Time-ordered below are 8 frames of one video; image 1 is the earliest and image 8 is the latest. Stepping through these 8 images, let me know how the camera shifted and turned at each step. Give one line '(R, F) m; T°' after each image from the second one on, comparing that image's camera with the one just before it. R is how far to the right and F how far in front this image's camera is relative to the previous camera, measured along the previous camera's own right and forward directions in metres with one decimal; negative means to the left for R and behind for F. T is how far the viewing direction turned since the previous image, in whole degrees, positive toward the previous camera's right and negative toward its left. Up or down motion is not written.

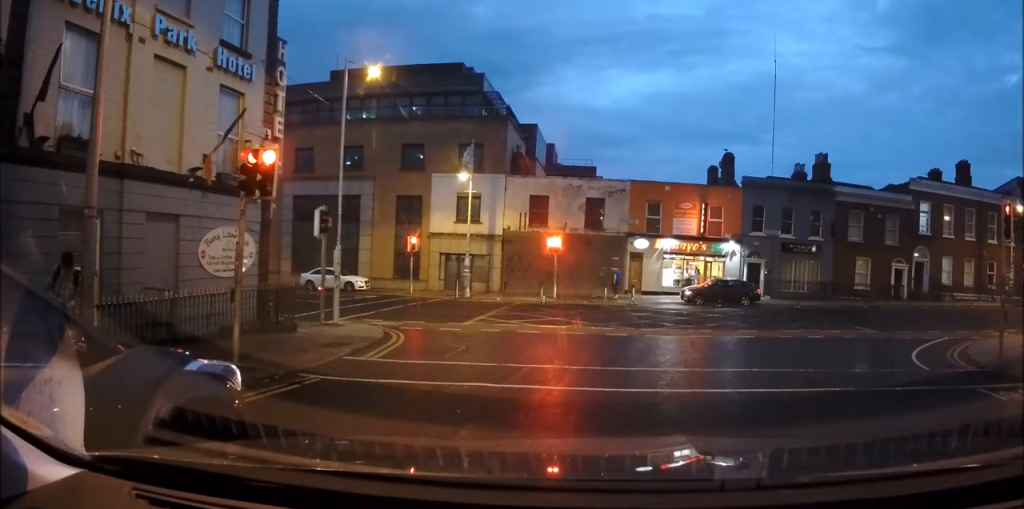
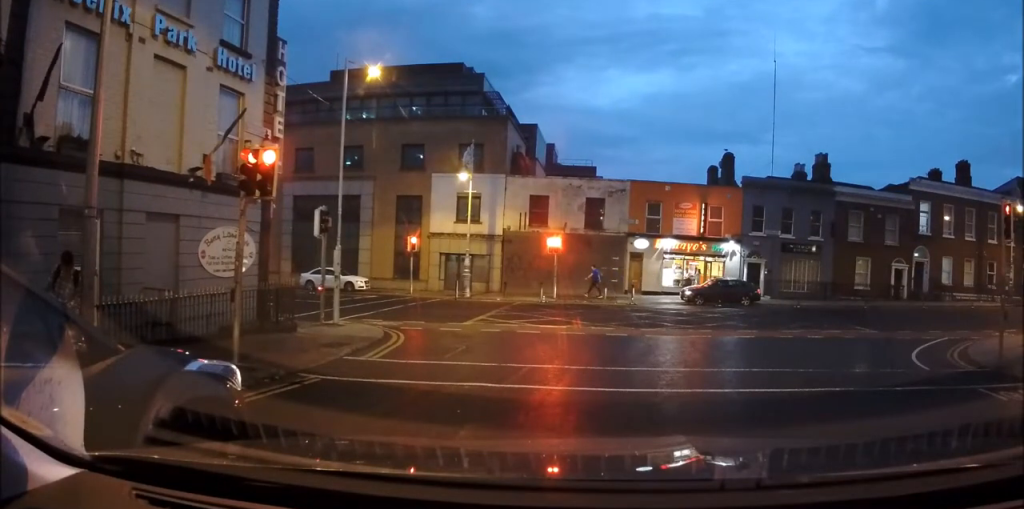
(0.0, 0.0) m; 0°
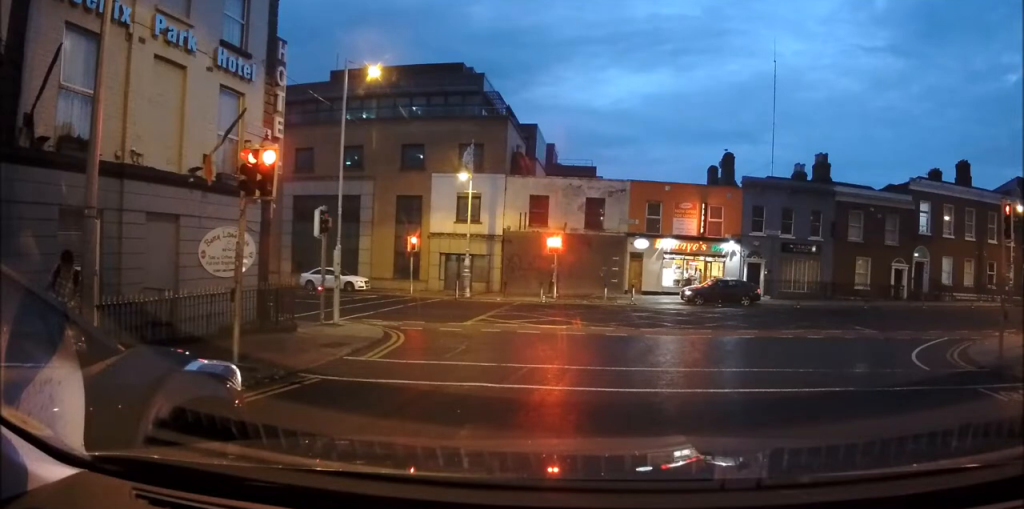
(0.0, 0.0) m; 0°
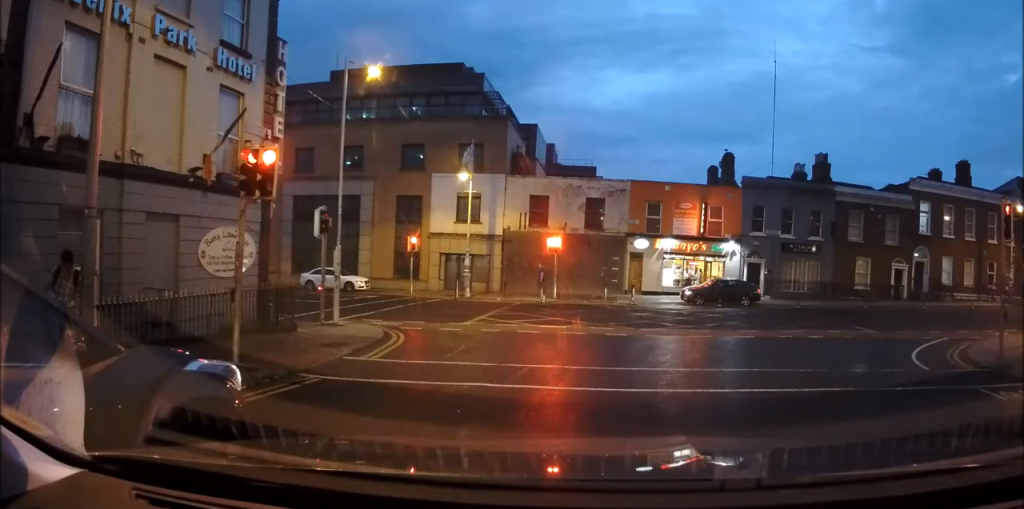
(0.0, 0.0) m; 0°
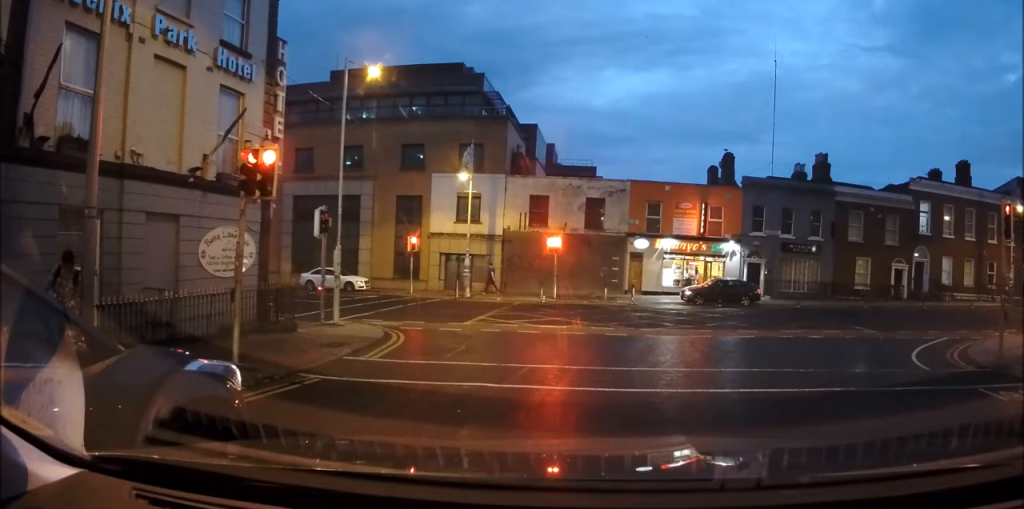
(0.0, 0.0) m; 0°
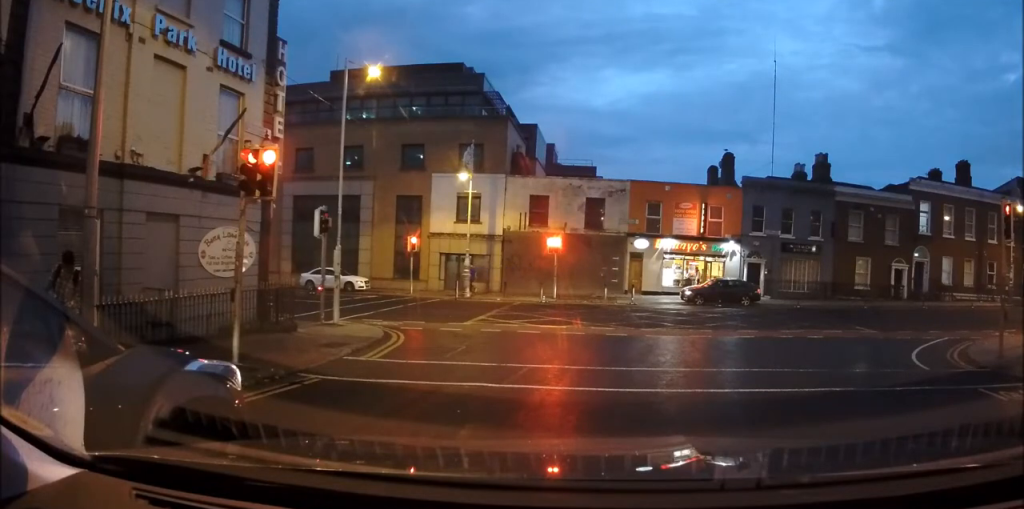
(0.0, 0.0) m; 0°
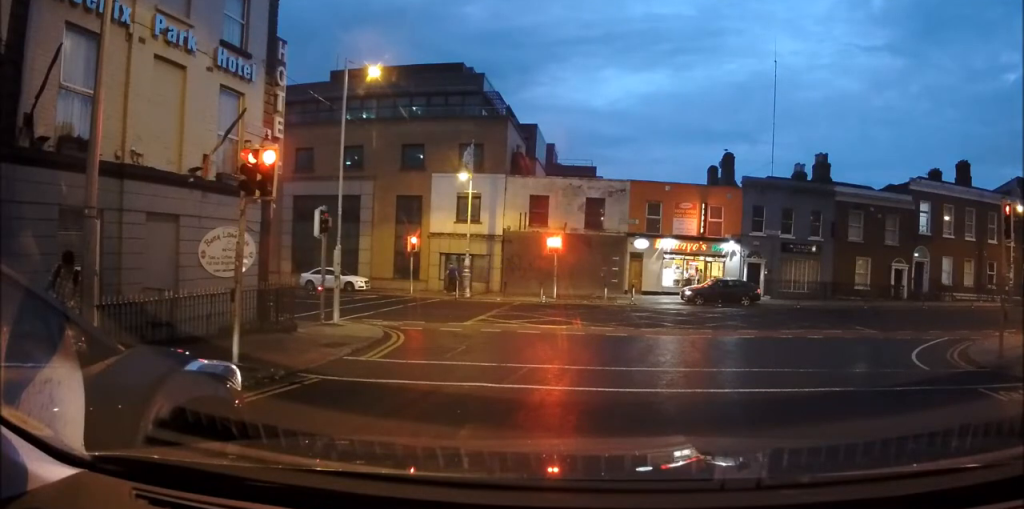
(0.0, 0.0) m; 0°
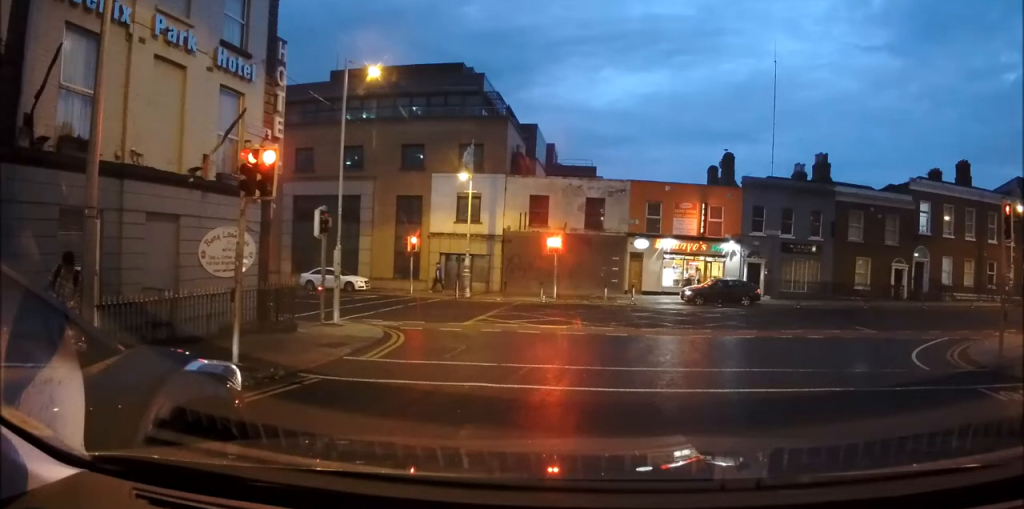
(0.0, 0.0) m; 0°
